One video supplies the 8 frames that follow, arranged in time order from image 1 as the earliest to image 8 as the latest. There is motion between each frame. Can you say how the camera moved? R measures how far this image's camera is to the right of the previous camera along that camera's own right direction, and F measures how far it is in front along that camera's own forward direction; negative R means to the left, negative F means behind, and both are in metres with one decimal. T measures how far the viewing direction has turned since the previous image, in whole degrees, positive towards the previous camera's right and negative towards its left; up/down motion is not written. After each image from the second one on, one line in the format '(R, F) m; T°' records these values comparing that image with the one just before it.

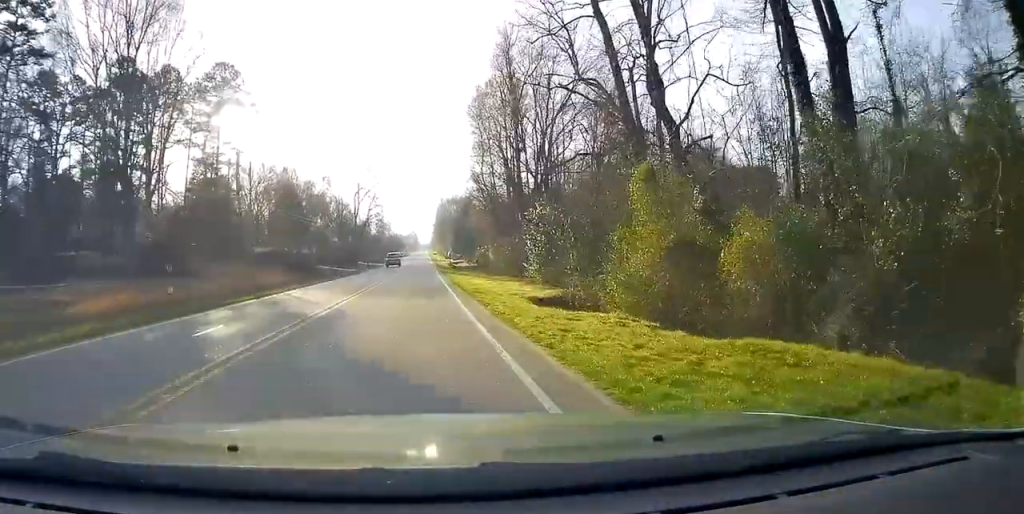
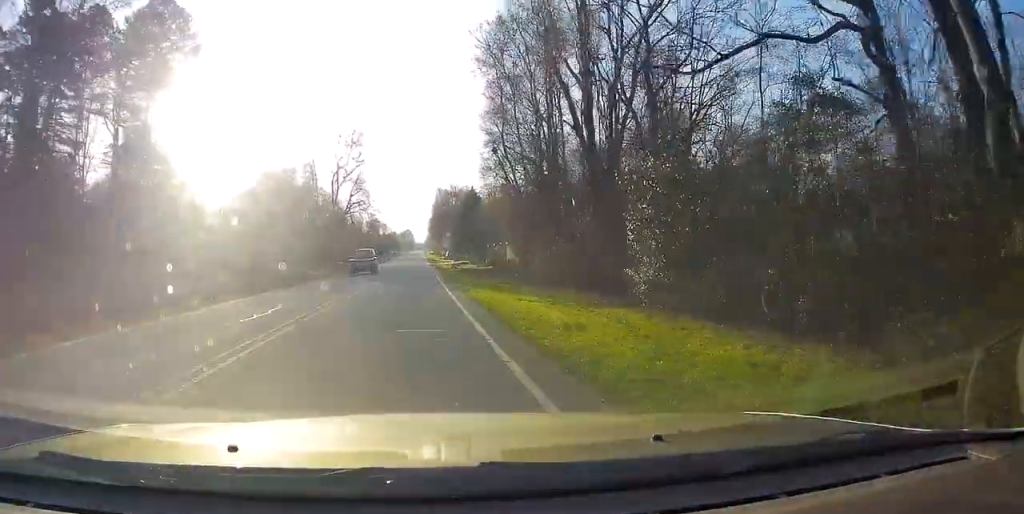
(-0.2, +18.7) m; 0°
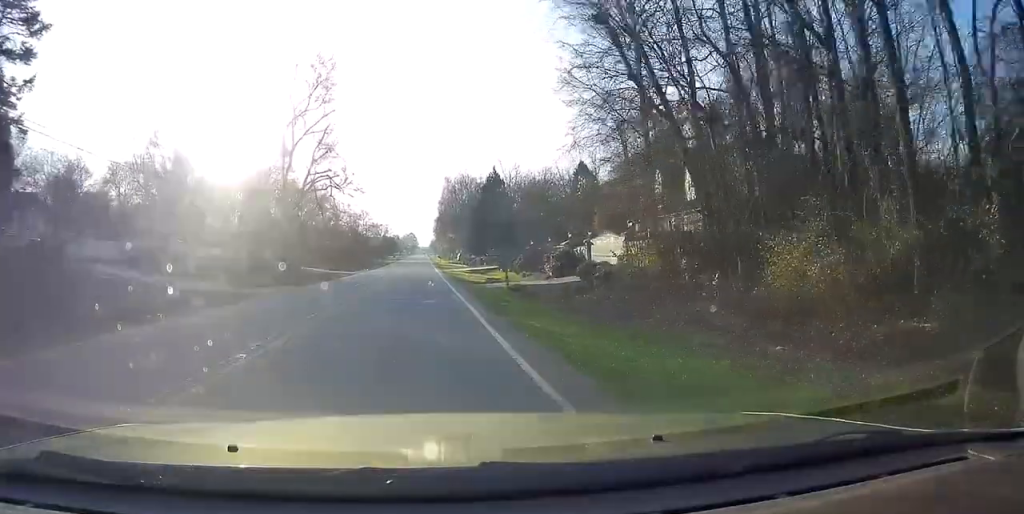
(+0.3, +27.1) m; +1°
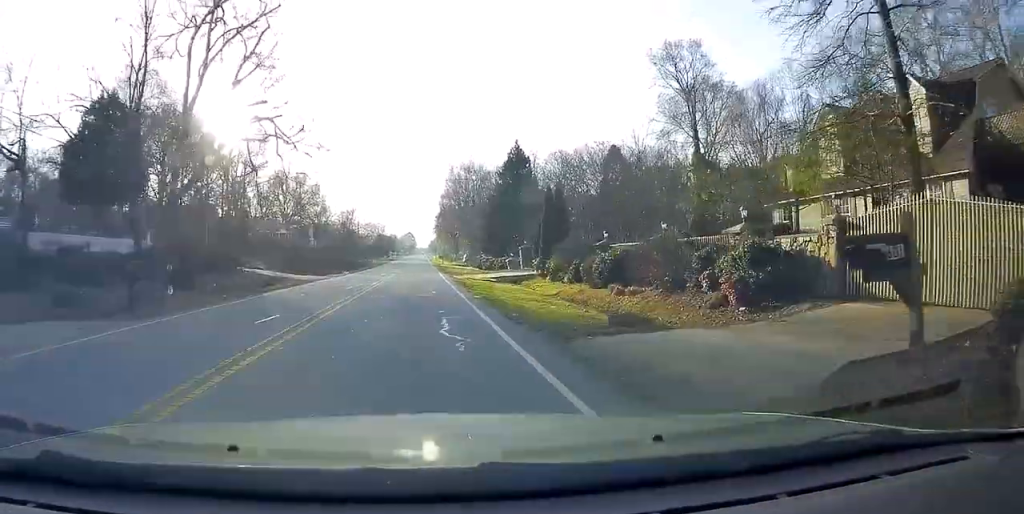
(+0.1, +19.4) m; 0°
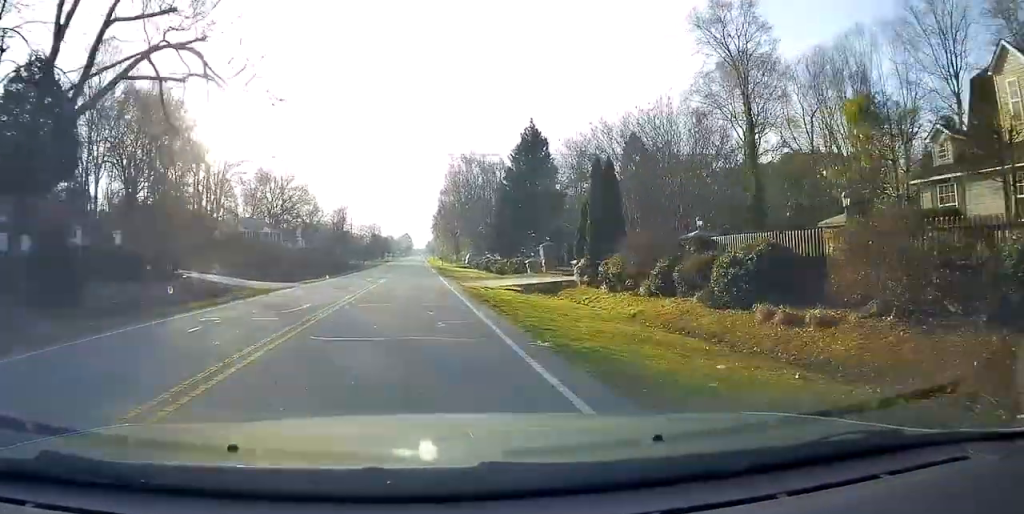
(-0.1, +10.3) m; 0°
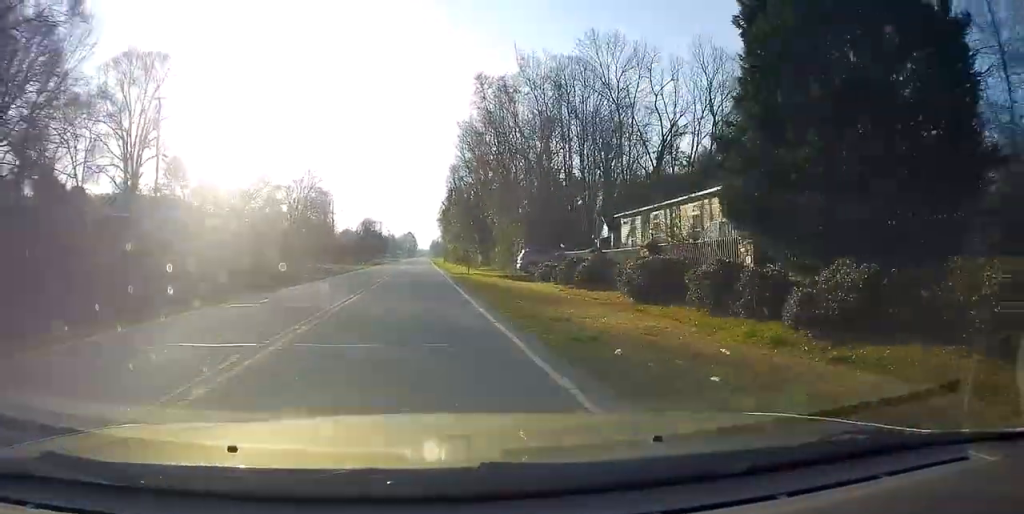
(-0.3, +40.3) m; 0°
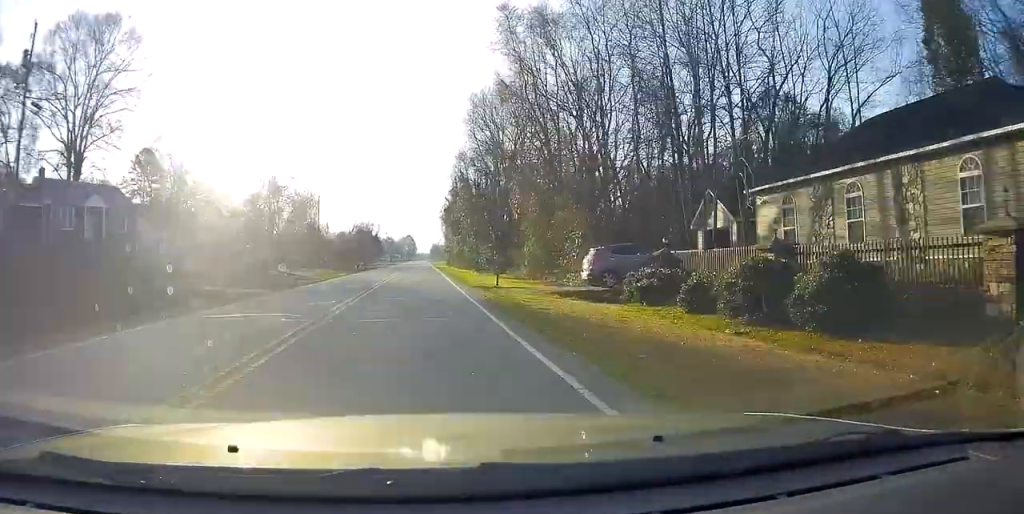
(+0.1, +15.2) m; 0°
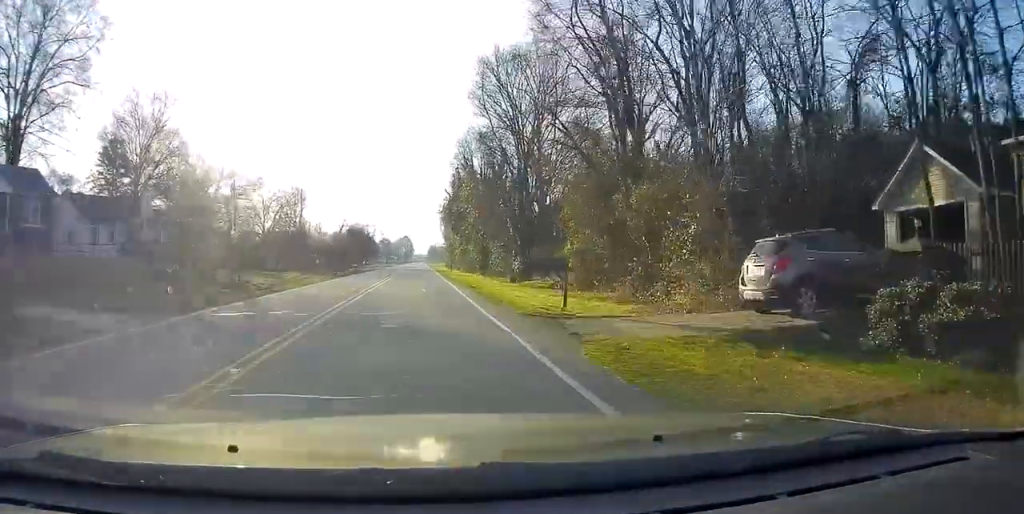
(-0.1, +11.9) m; 0°
